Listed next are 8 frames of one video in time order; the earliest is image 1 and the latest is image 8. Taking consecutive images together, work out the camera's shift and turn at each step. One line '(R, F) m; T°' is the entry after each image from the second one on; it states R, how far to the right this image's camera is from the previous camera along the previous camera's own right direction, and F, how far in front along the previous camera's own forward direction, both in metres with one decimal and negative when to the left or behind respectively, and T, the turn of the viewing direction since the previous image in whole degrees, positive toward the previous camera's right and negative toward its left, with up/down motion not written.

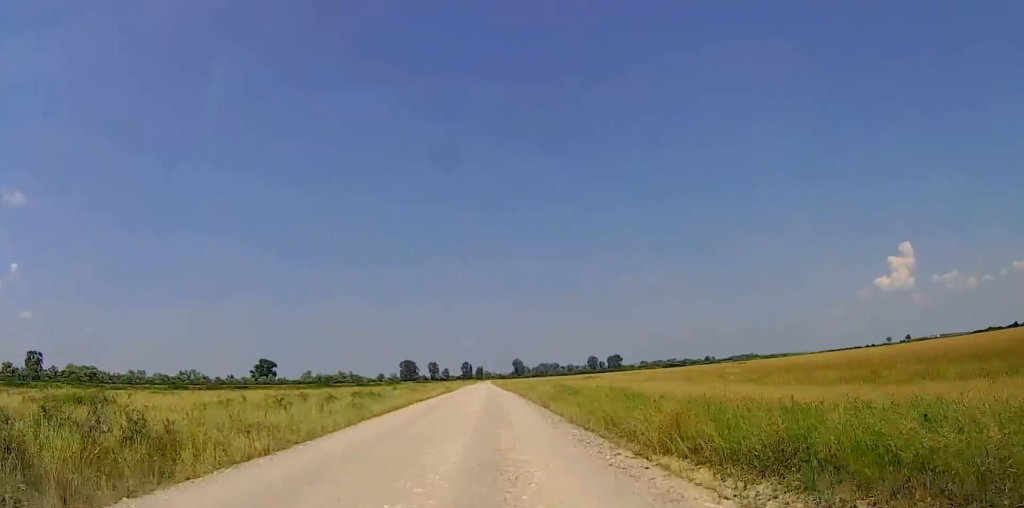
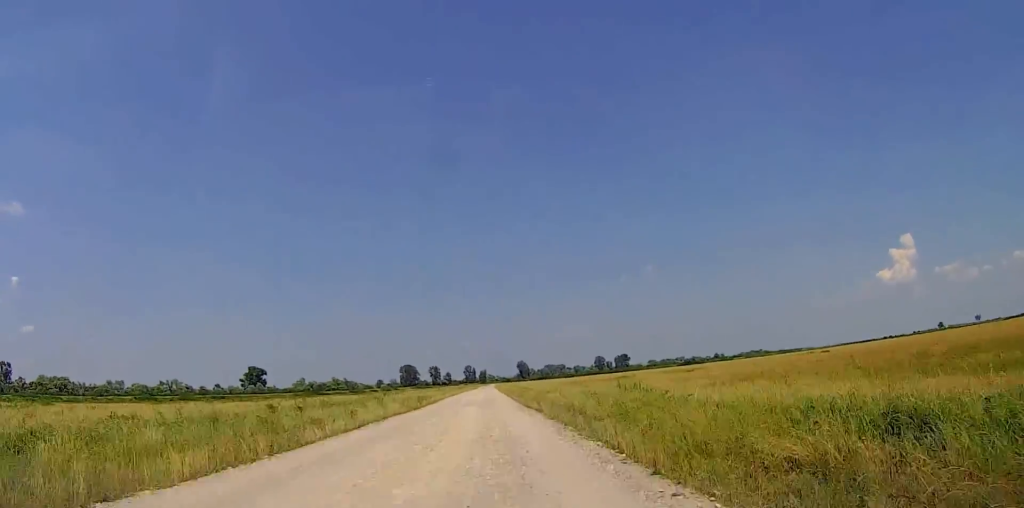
(0.0, +45.4) m; 0°
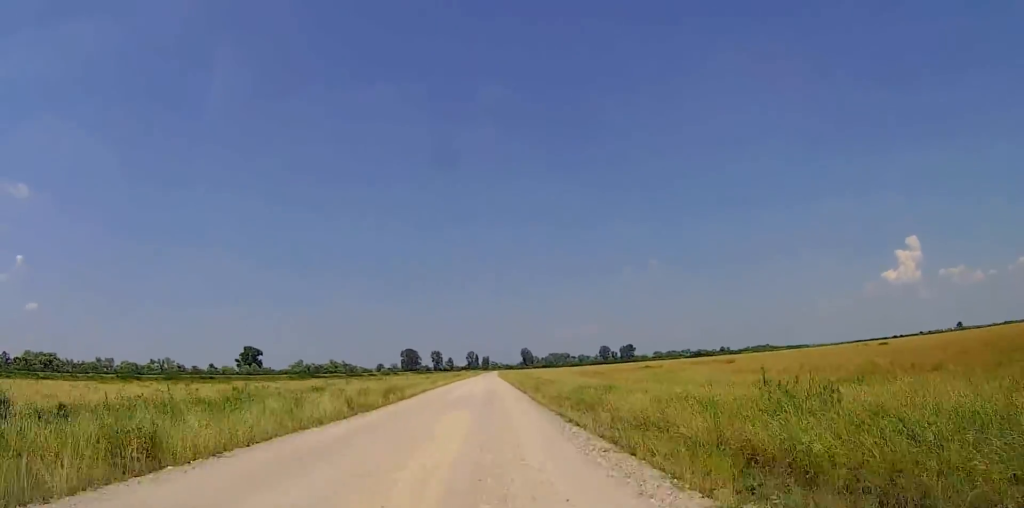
(0.0, +21.7) m; 0°
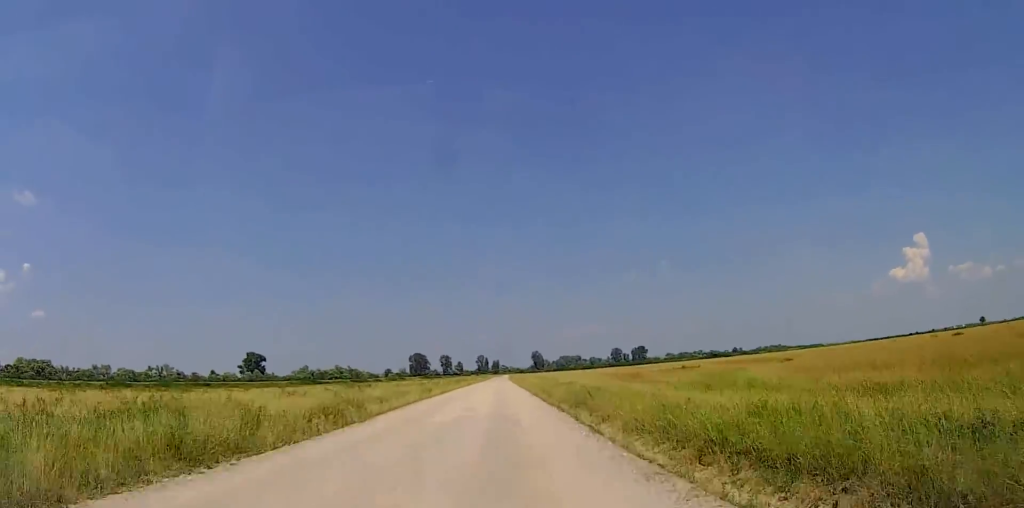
(0.0, +19.6) m; 0°
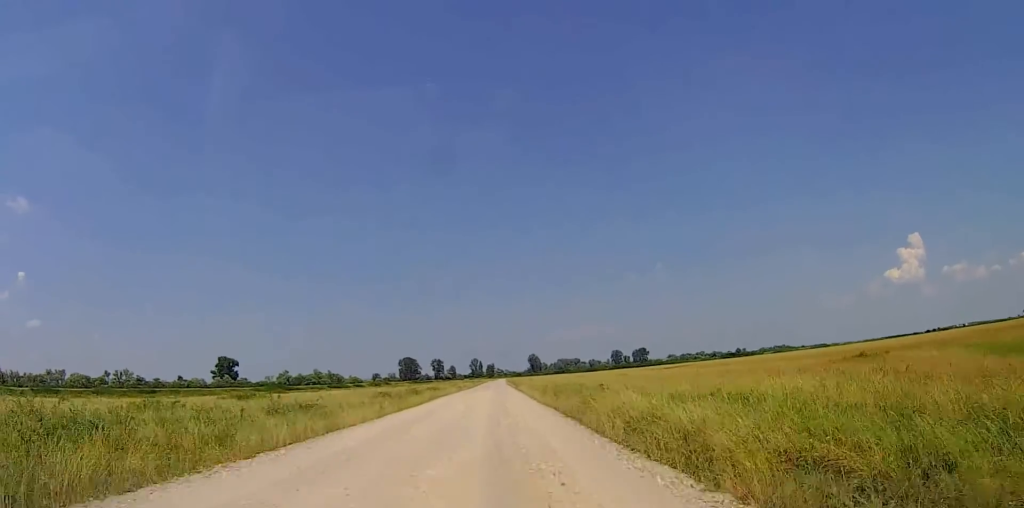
(-0.2, +54.6) m; 0°
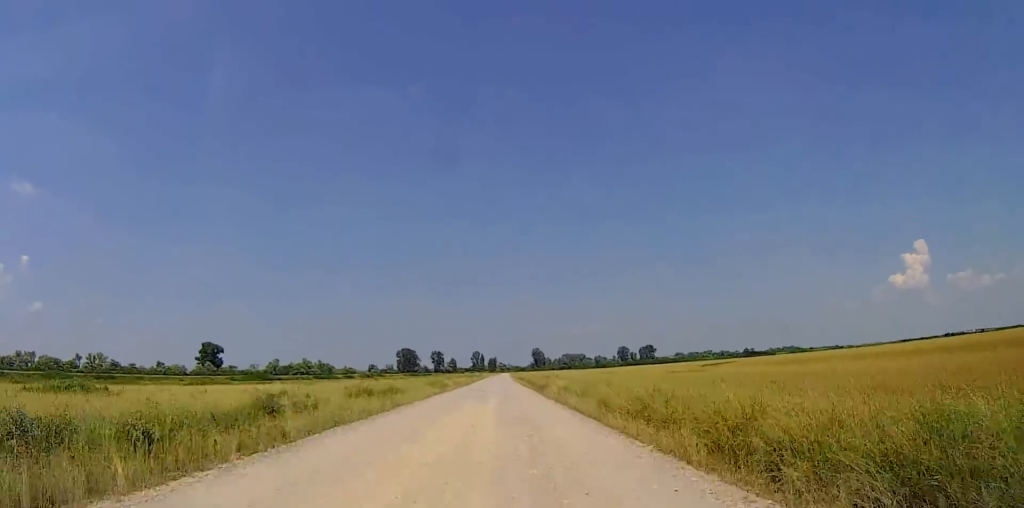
(+0.1, +35.2) m; 0°
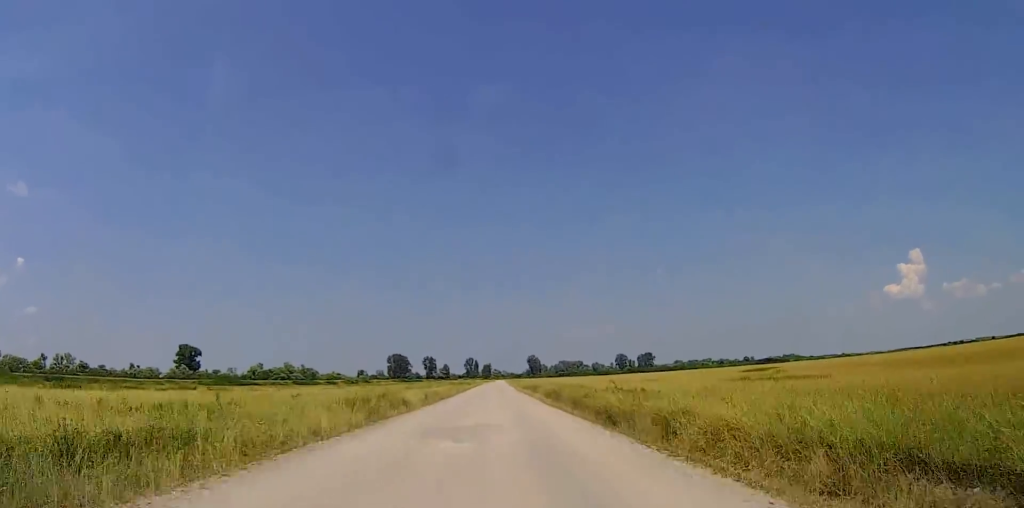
(+0.3, +29.8) m; 0°
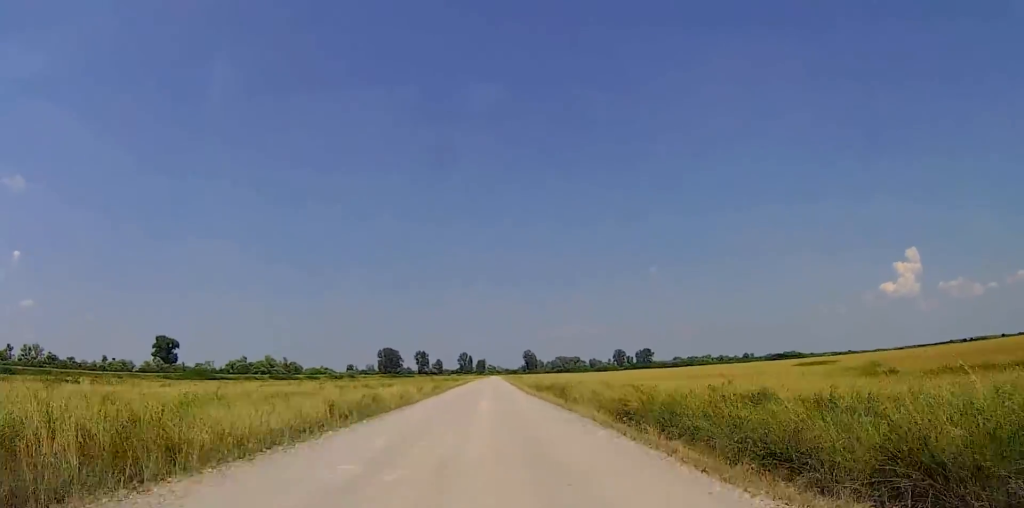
(-0.4, +26.9) m; -1°
